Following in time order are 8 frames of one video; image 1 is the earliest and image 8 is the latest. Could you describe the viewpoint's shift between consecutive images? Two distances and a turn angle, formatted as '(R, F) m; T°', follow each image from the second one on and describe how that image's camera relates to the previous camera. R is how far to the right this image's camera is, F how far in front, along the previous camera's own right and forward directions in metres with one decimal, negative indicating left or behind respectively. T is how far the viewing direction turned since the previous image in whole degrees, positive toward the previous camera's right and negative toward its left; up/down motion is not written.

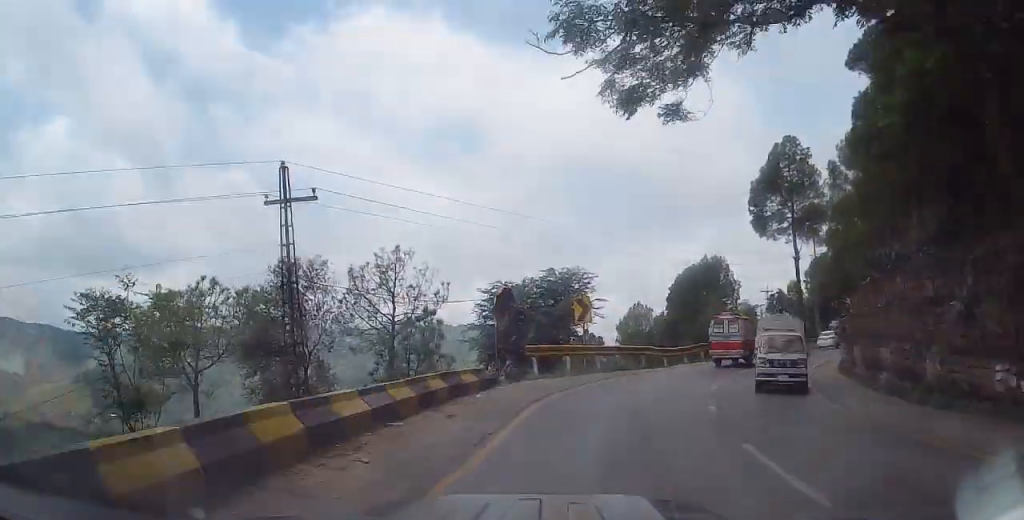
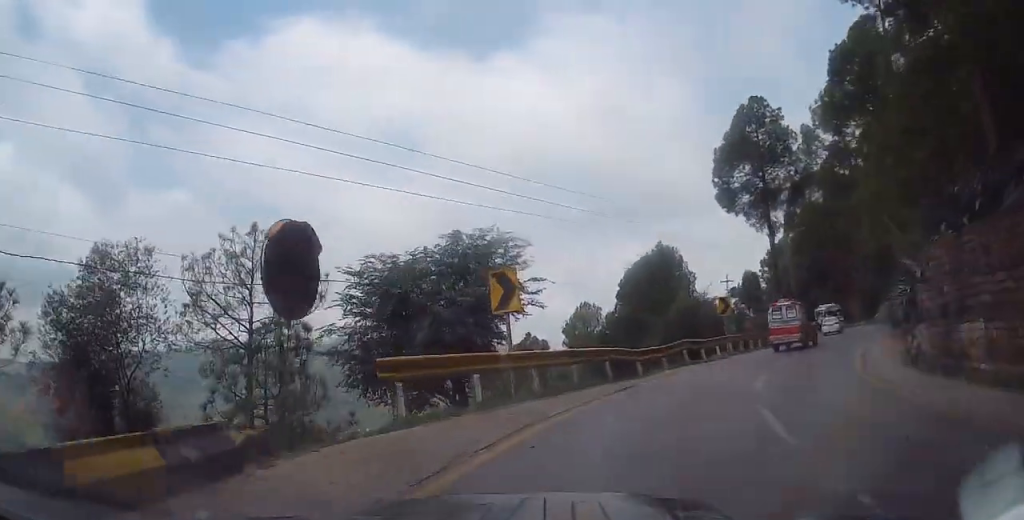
(+0.2, +8.9) m; +5°
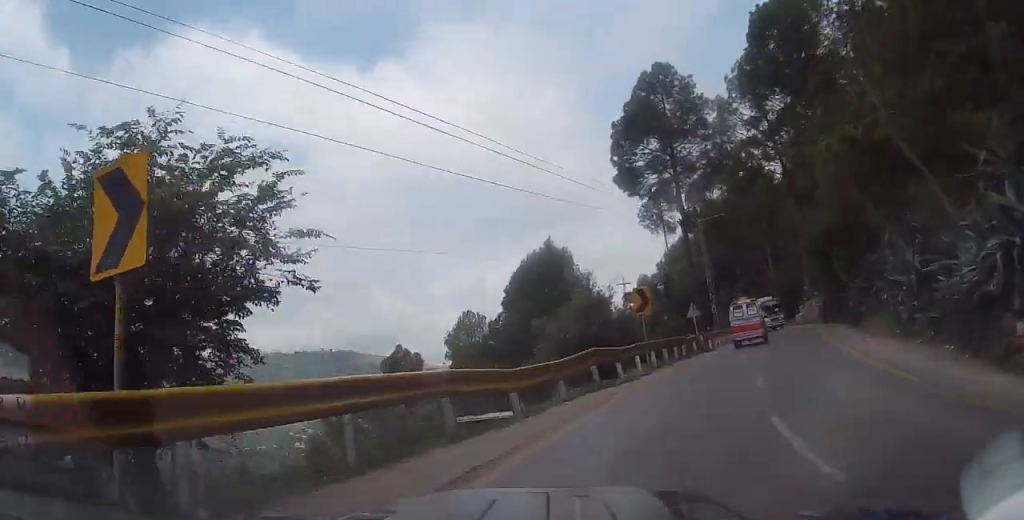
(+0.4, +8.6) m; +8°
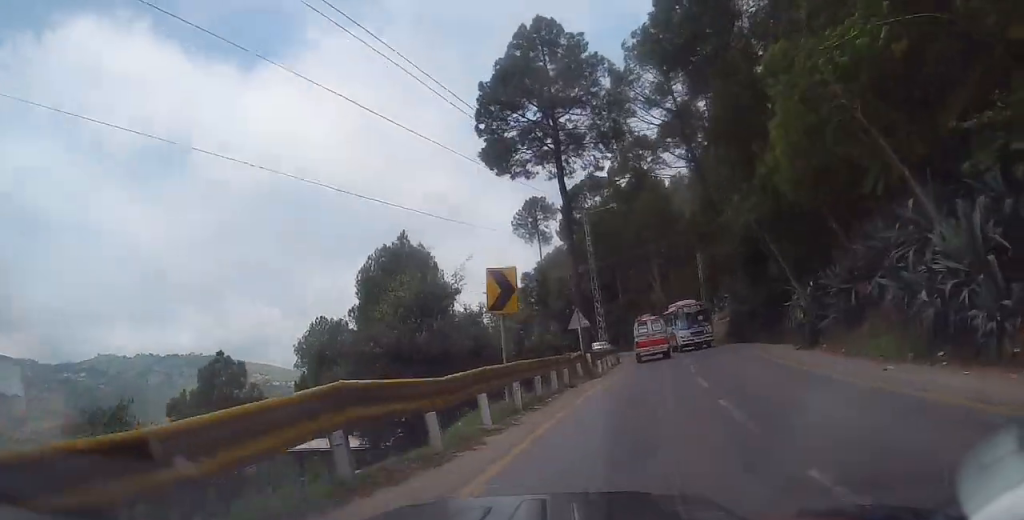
(+0.8, +9.3) m; +5°
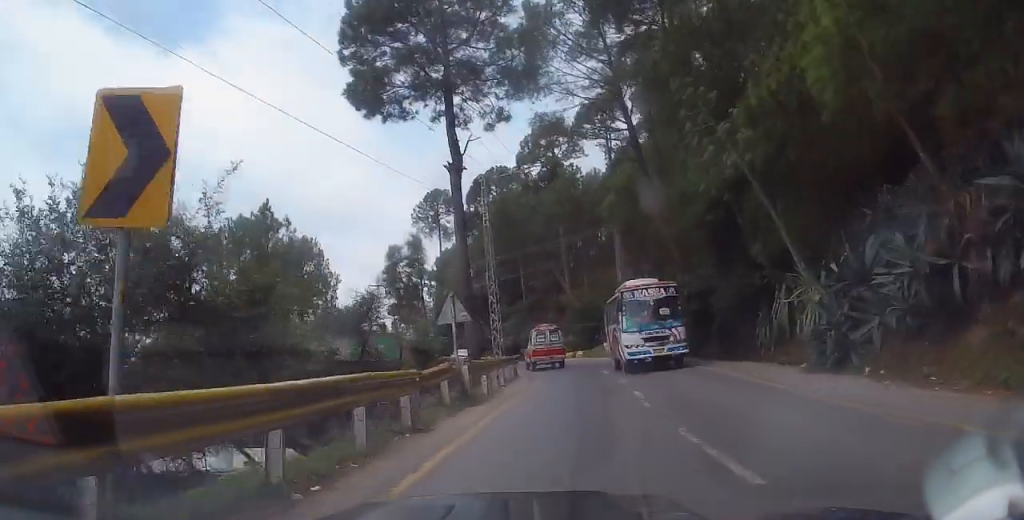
(0.0, +9.3) m; +5°
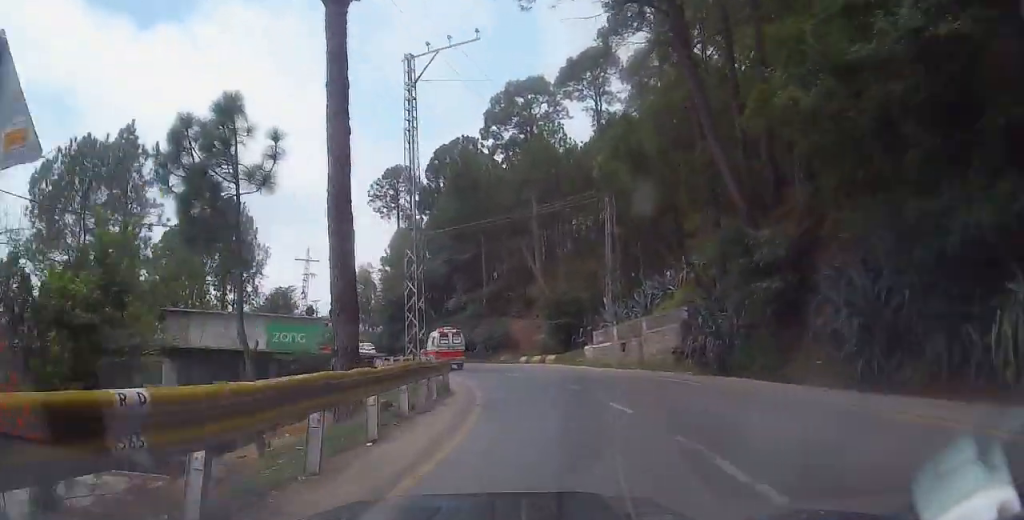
(+1.3, +12.9) m; +6°
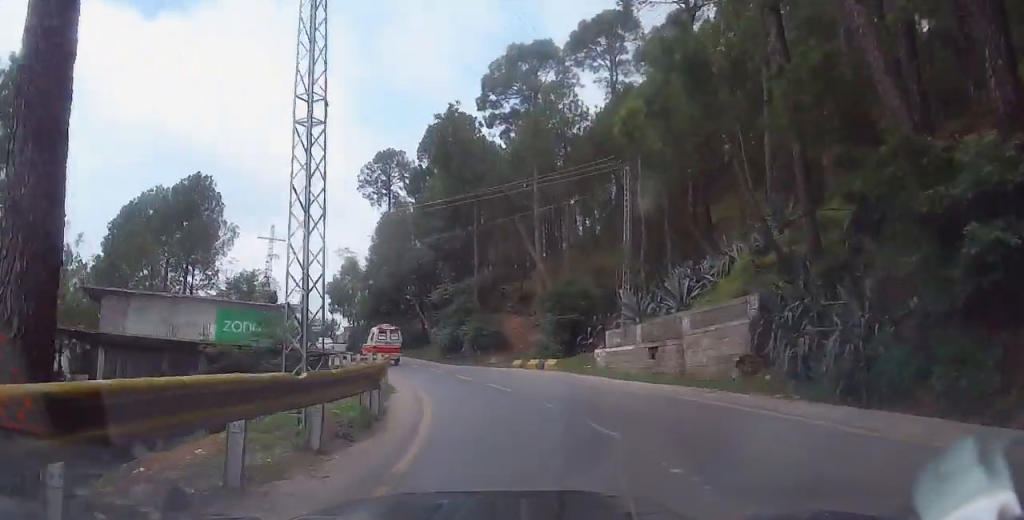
(0.0, +7.9) m; 0°
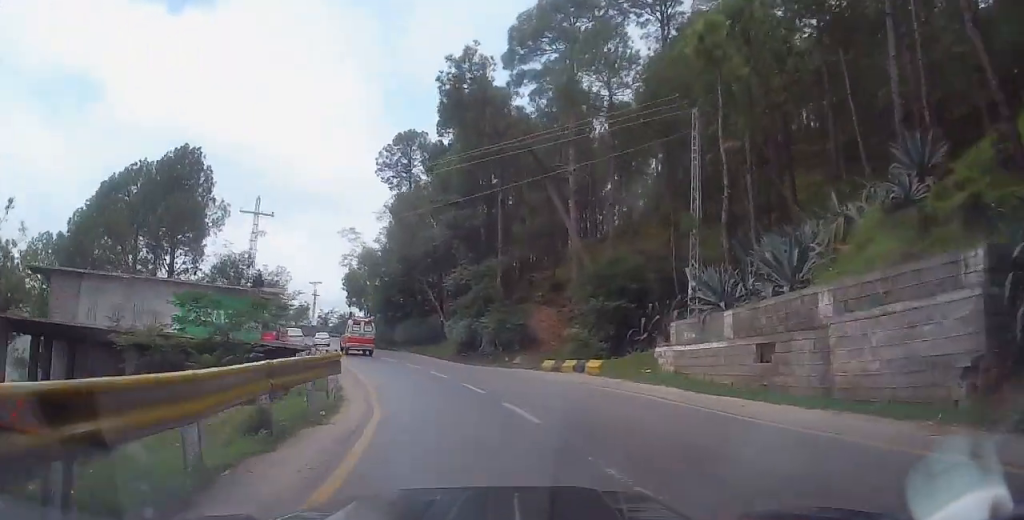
(0.0, +7.9) m; -1°
